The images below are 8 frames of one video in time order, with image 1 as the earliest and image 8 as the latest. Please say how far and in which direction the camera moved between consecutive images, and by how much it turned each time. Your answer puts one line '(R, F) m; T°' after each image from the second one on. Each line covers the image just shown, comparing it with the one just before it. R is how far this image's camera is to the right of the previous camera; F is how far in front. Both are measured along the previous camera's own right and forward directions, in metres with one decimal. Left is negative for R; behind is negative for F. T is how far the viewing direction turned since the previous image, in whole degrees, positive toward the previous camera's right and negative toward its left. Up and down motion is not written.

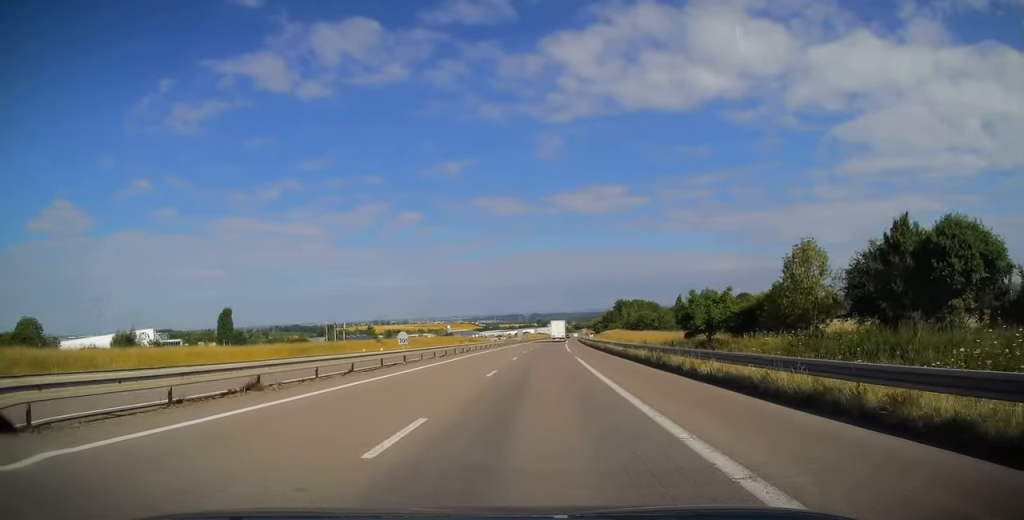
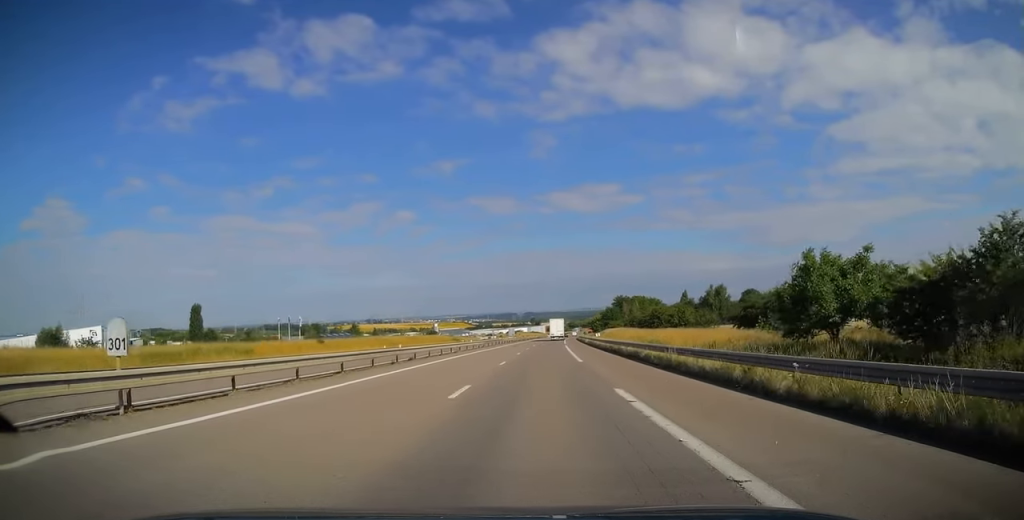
(+0.1, +21.2) m; 0°
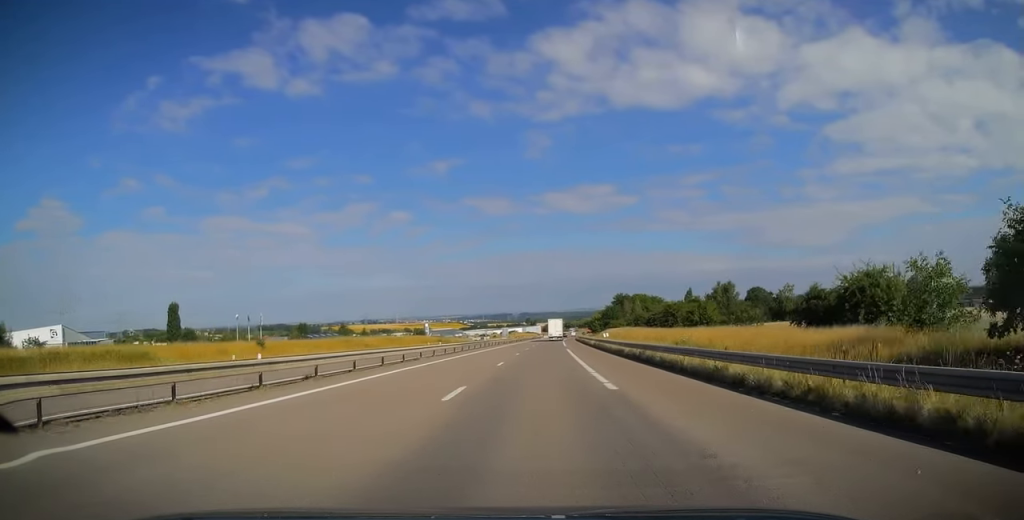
(0.0, +14.2) m; 0°
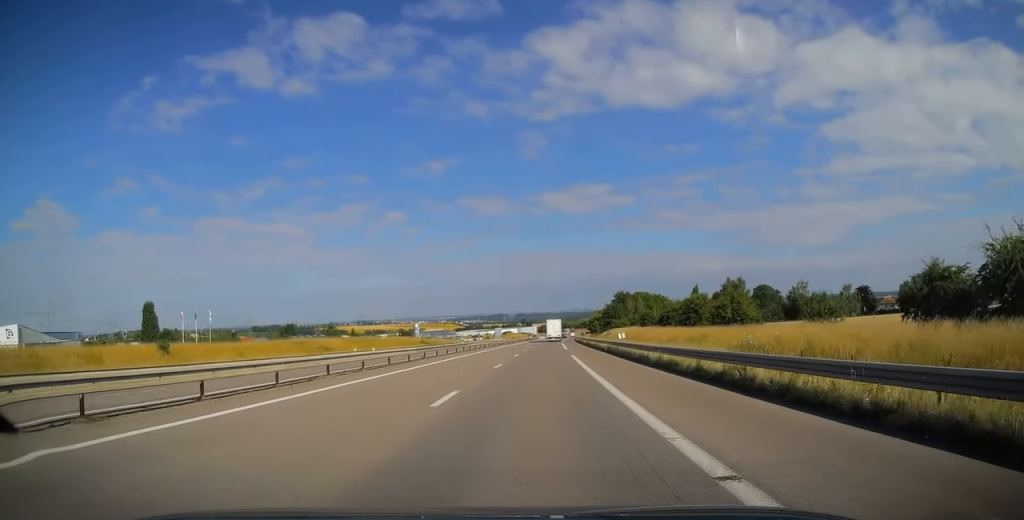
(0.0, +14.7) m; 0°
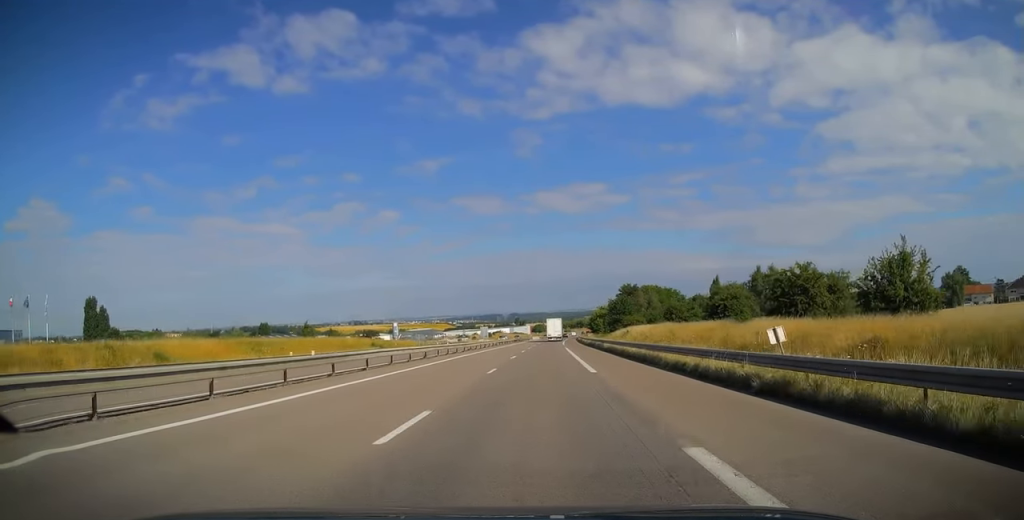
(+0.3, +31.5) m; +1°
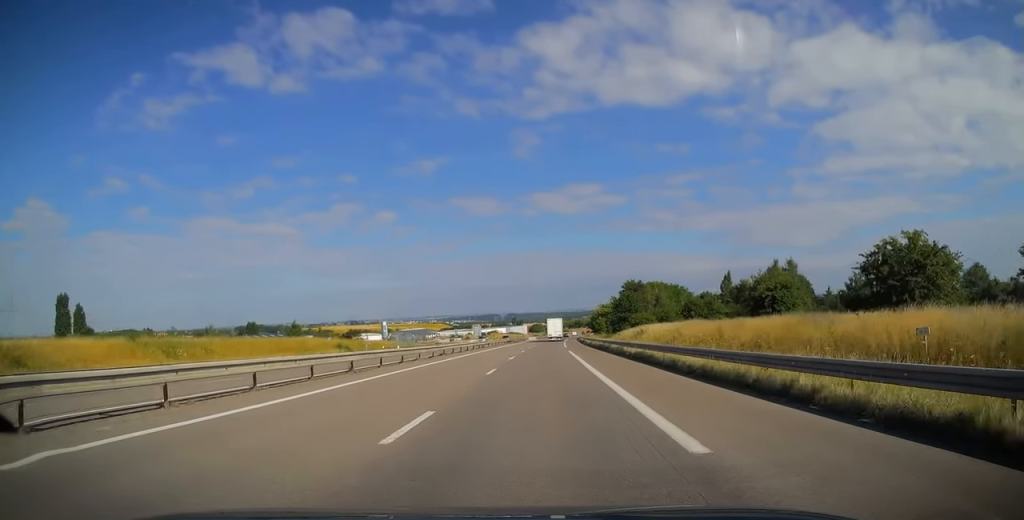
(0.0, +13.8) m; 0°
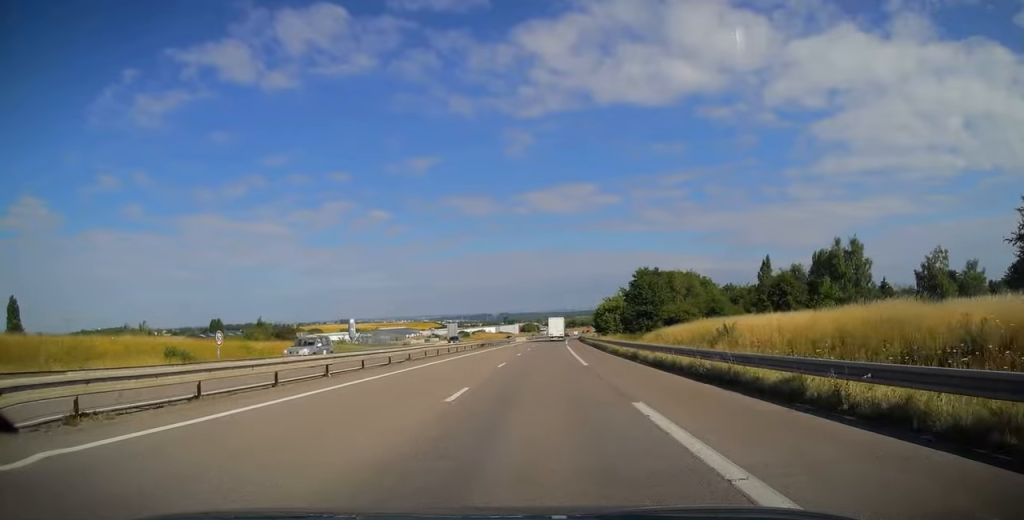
(+0.1, +34.5) m; 0°
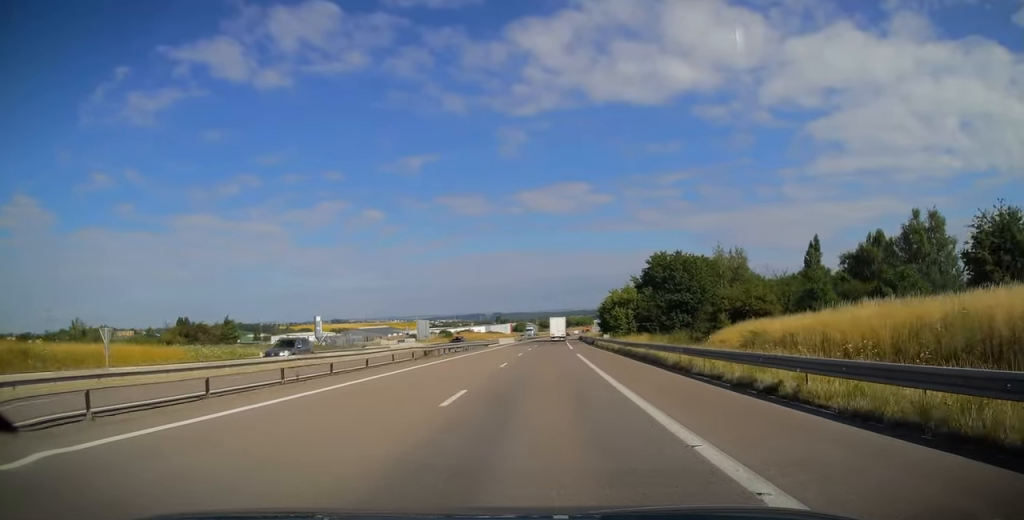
(+0.1, +27.6) m; +1°
